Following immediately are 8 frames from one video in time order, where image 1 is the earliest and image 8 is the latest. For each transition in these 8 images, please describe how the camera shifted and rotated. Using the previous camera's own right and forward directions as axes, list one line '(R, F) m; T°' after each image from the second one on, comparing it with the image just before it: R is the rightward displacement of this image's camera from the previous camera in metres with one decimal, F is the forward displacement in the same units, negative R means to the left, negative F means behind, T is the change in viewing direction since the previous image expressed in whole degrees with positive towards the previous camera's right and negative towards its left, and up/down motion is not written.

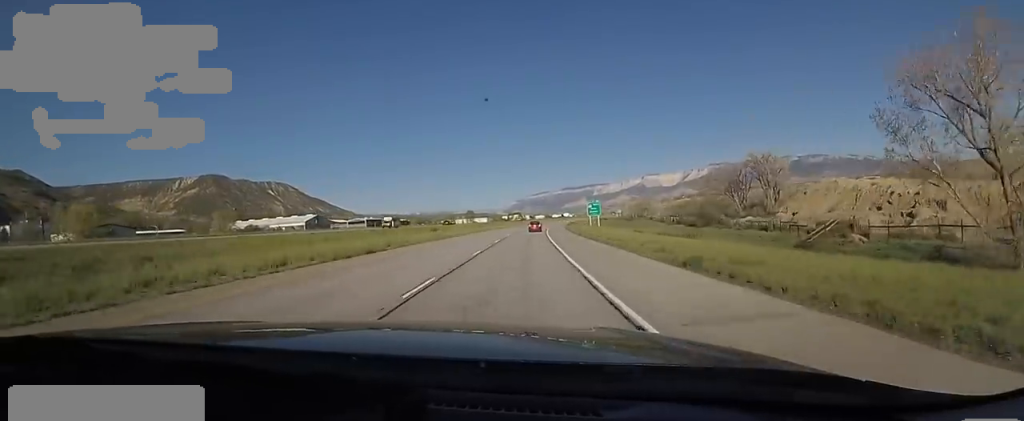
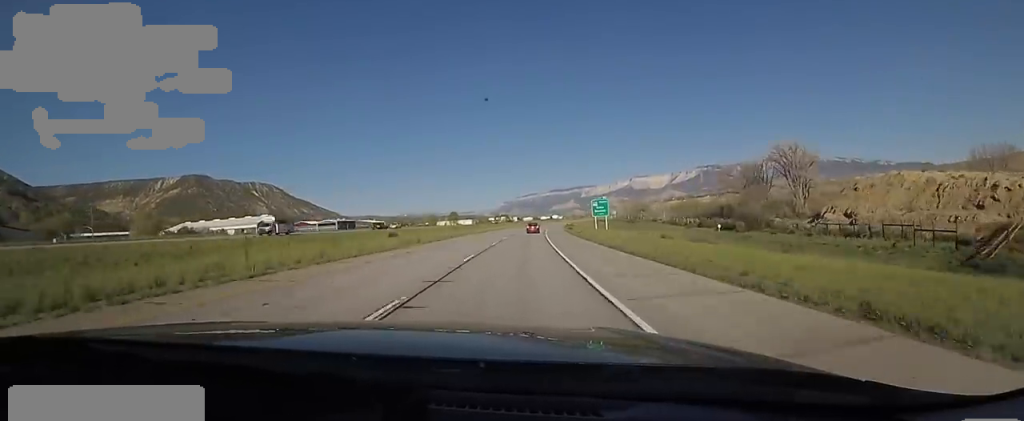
(0.0, +26.8) m; +1°
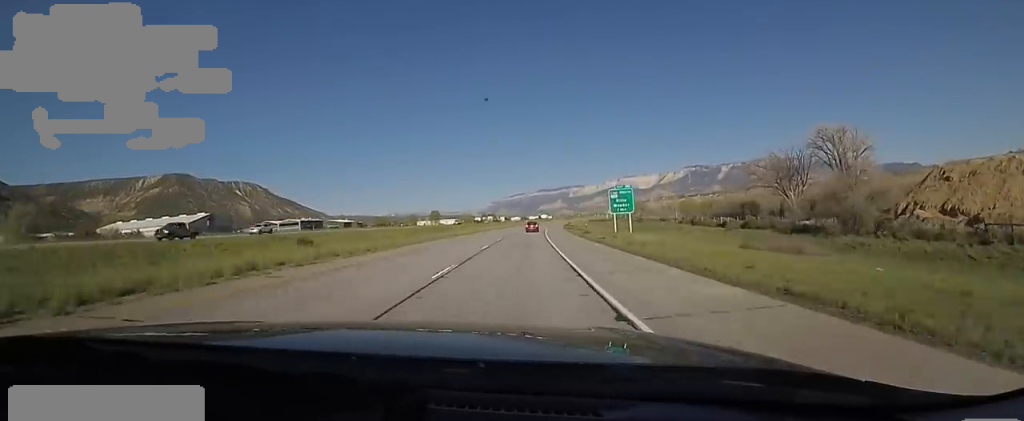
(+0.6, +30.2) m; +1°
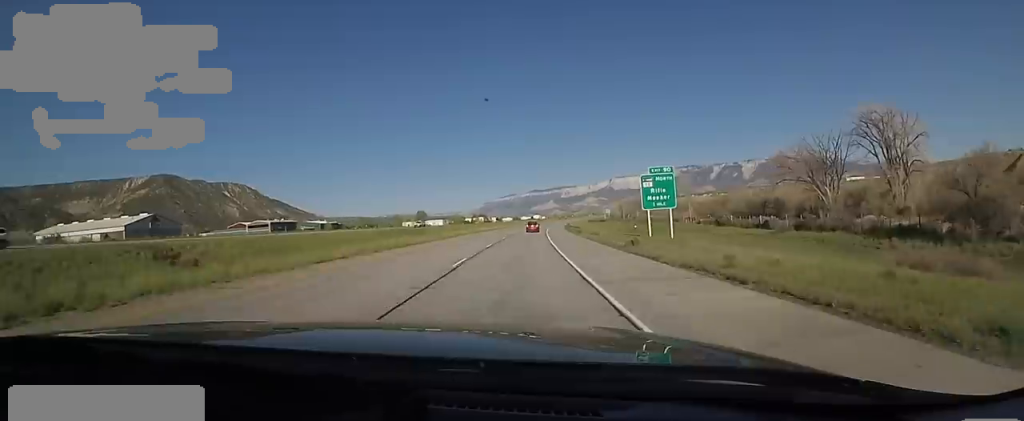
(+0.8, +21.3) m; 0°
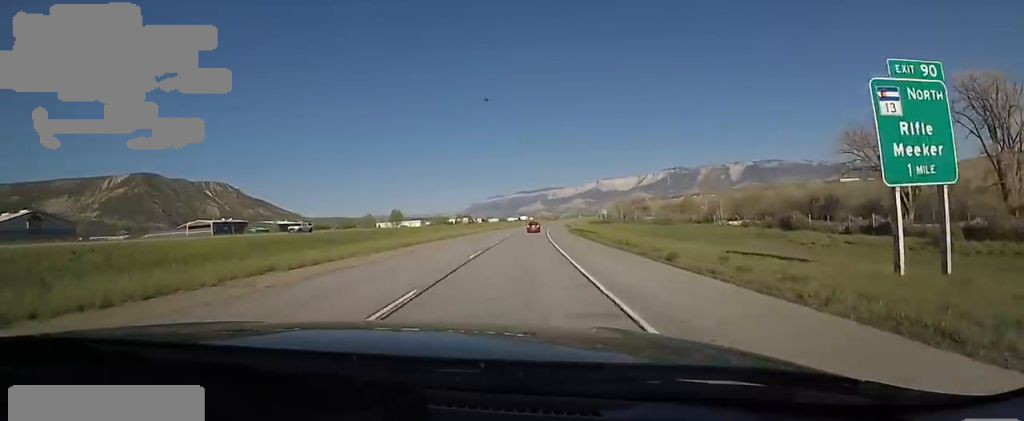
(-1.4, +32.8) m; +3°
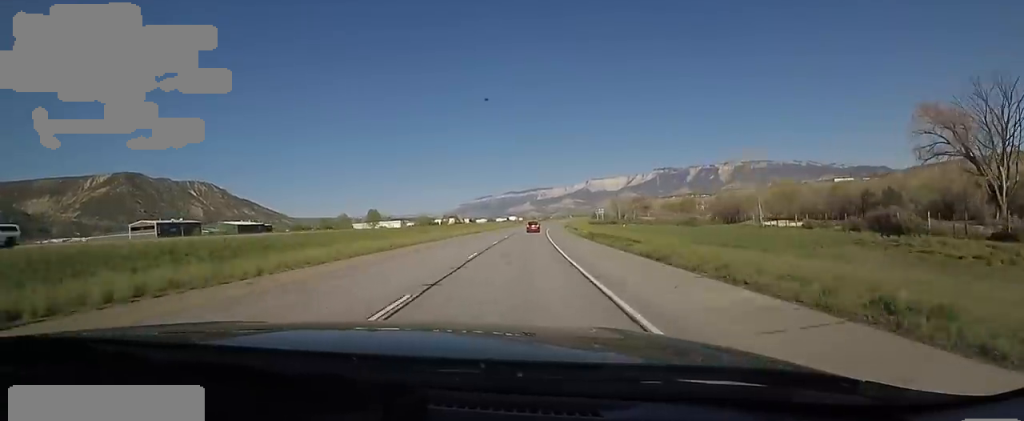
(+2.1, +25.0) m; +2°
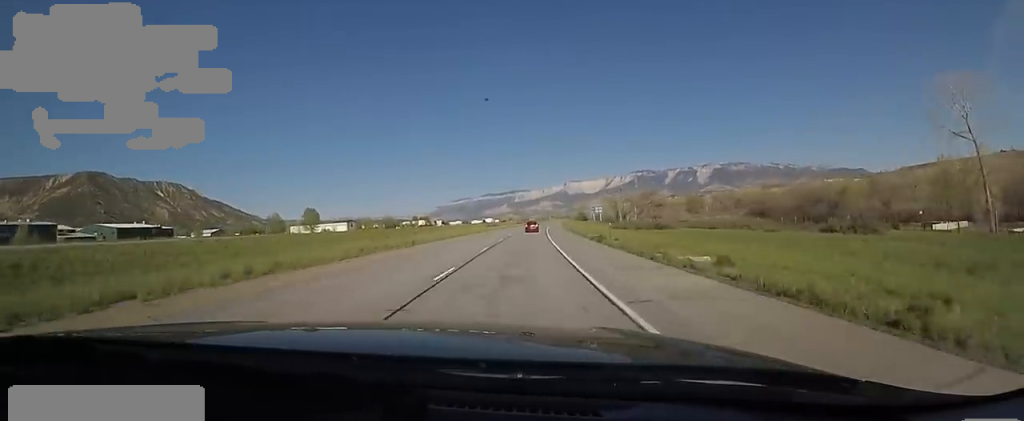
(+0.2, +55.4) m; +2°
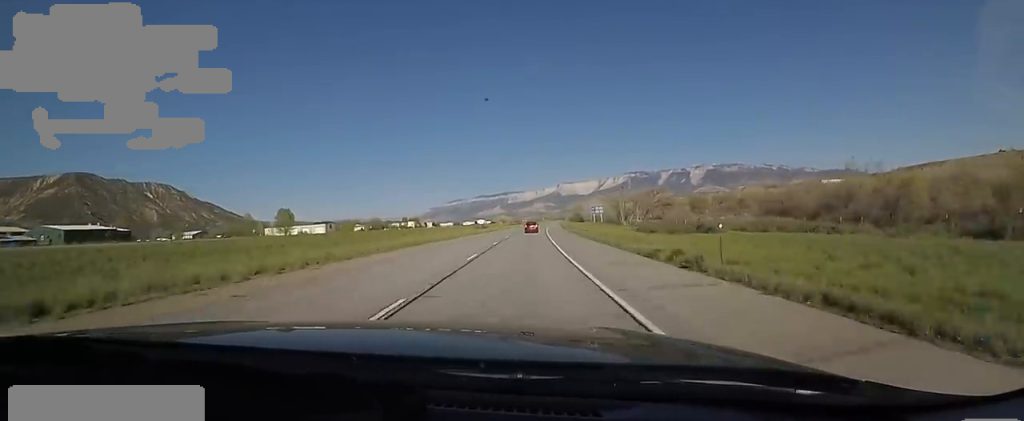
(+0.5, +18.0) m; +1°
